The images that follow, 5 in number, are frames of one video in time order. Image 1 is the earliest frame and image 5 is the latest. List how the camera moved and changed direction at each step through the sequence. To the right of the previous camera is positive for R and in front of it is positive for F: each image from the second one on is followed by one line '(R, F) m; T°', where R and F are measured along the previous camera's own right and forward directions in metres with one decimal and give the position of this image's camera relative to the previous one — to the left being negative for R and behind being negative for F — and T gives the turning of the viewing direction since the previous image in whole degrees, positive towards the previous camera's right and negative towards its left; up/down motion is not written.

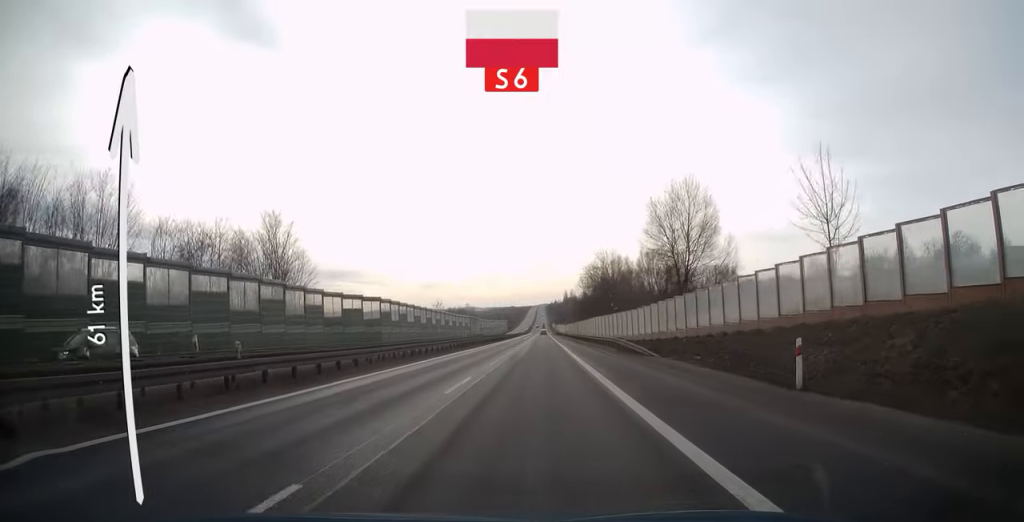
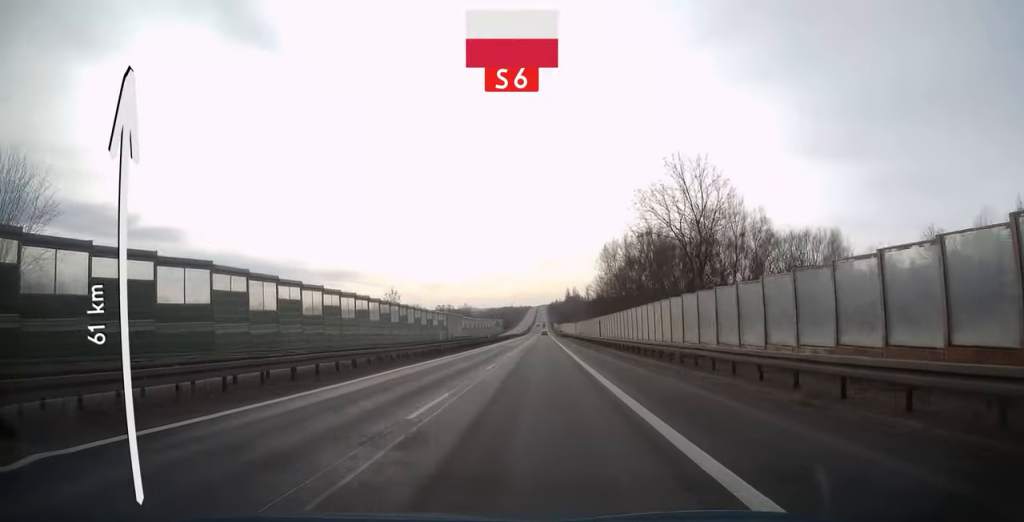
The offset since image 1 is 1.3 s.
(+0.1, +39.9) m; 0°
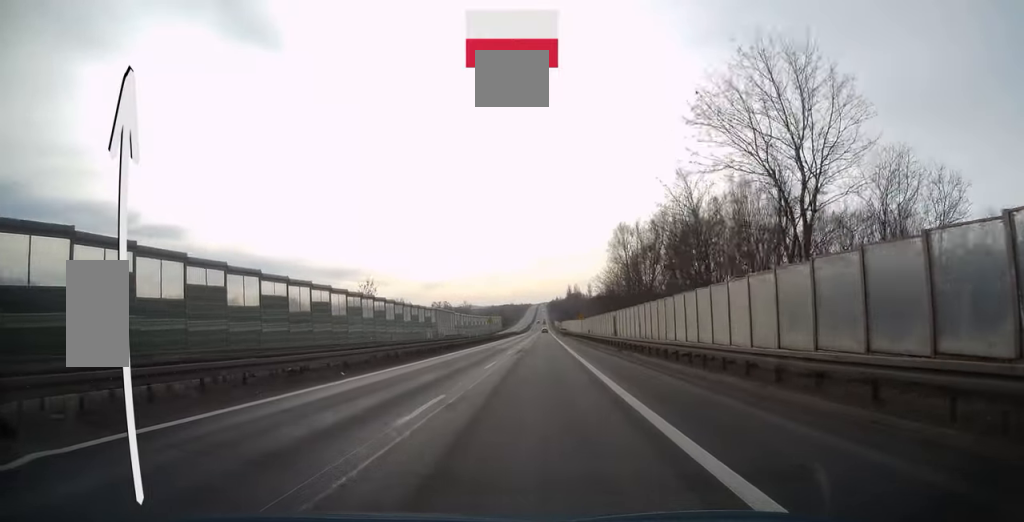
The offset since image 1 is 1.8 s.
(0.0, +13.0) m; 0°
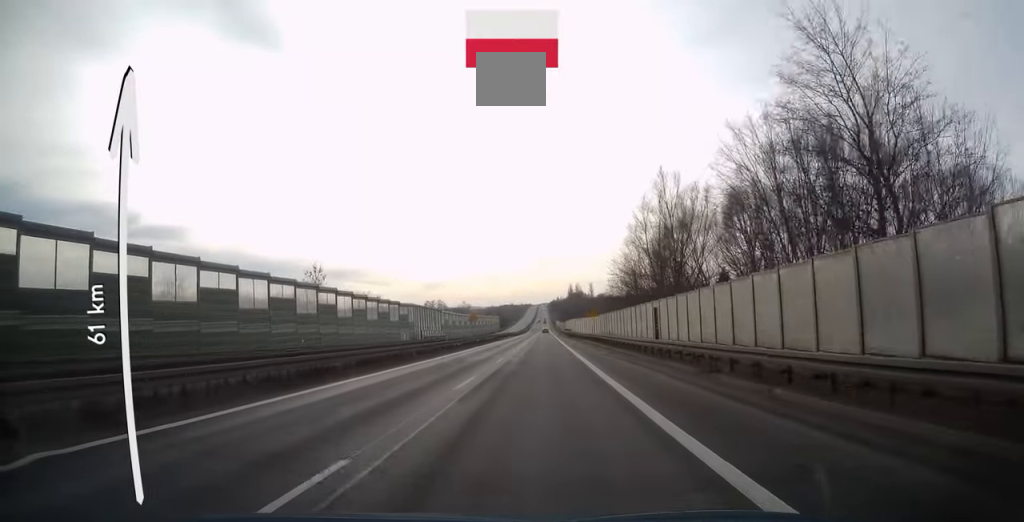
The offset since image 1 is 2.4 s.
(0.0, +18.5) m; 0°
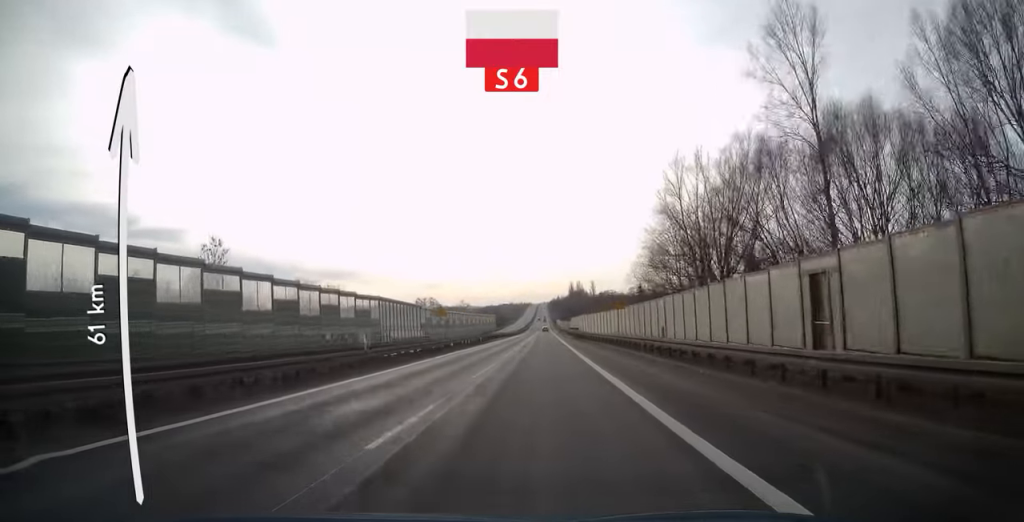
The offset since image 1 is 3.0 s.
(0.0, +19.5) m; 0°
